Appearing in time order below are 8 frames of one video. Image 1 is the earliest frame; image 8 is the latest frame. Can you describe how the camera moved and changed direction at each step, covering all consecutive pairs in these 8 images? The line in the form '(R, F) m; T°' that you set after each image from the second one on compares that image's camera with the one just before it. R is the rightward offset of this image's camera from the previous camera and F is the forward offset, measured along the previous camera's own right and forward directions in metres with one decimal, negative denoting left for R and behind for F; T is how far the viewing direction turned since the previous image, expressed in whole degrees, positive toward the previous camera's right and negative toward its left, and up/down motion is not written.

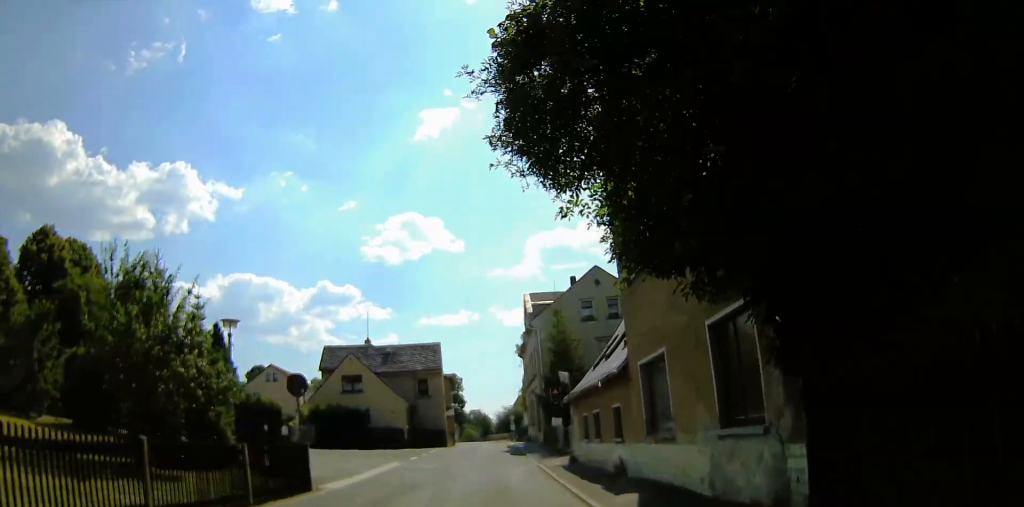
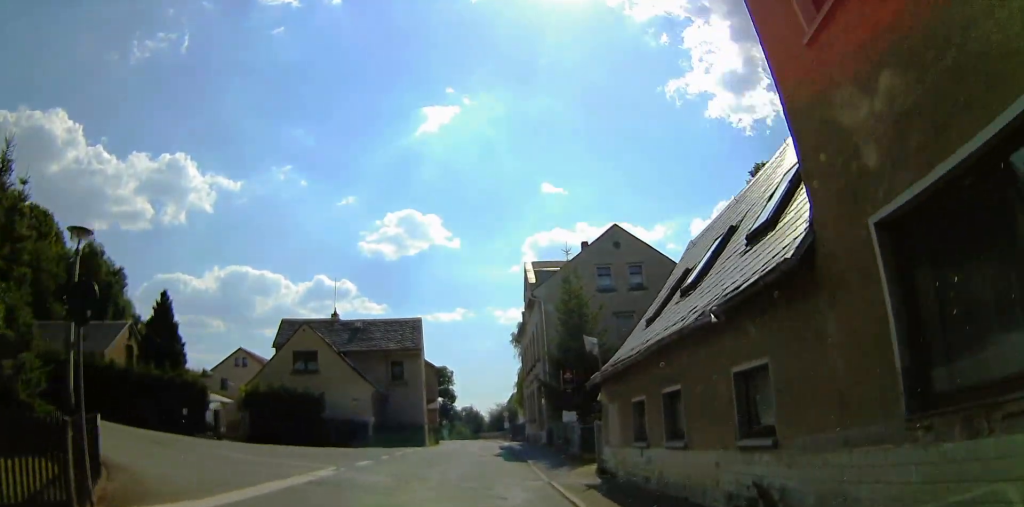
(0.0, +5.3) m; 0°
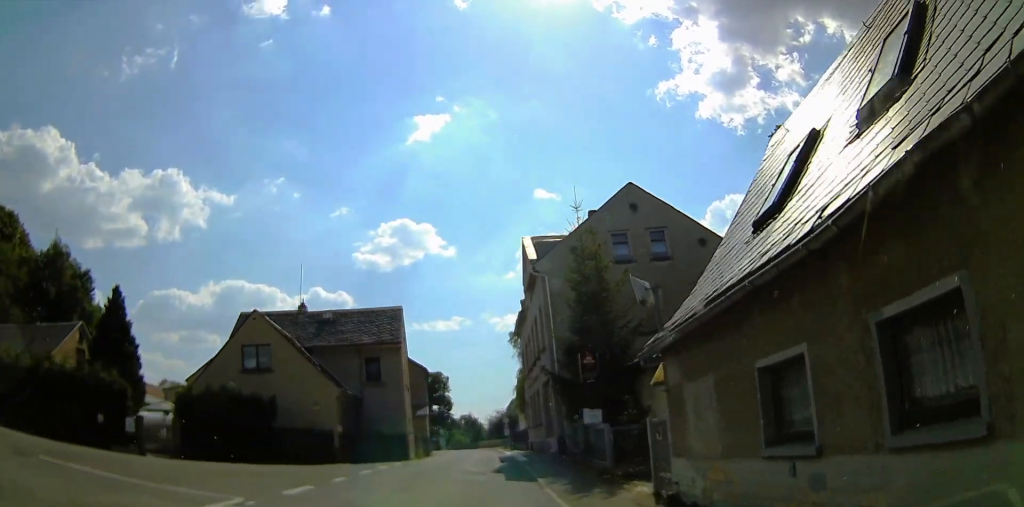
(0.0, +3.5) m; 0°
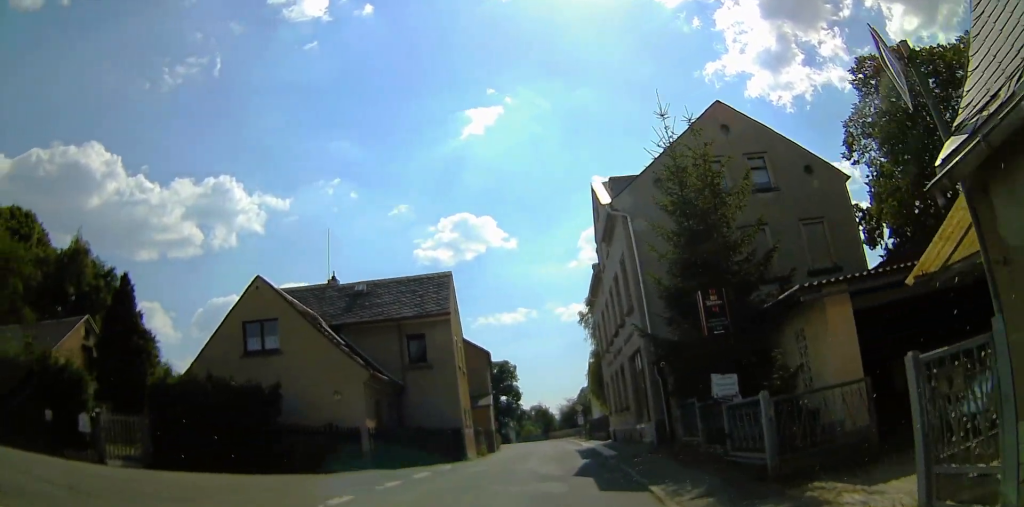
(0.0, +3.8) m; 0°
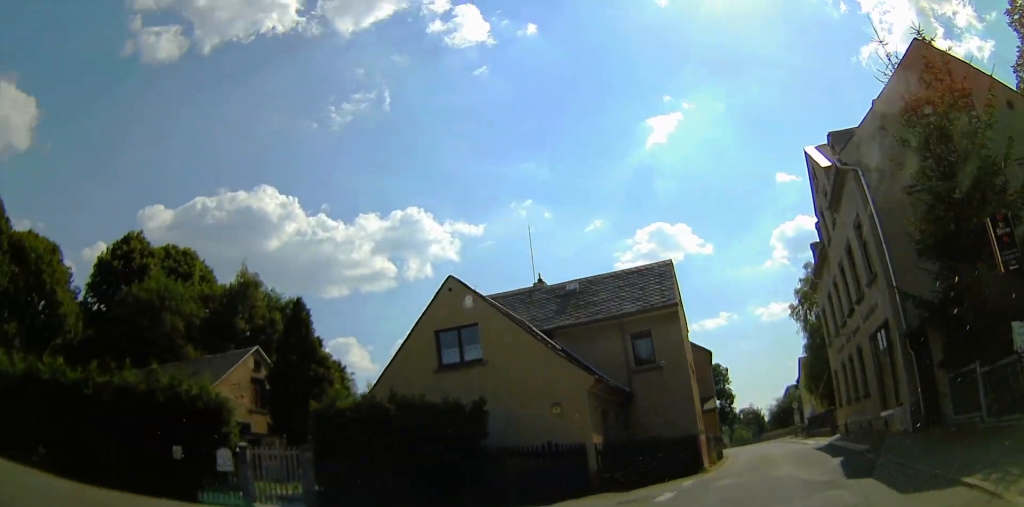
(0.0, +3.1) m; -9°
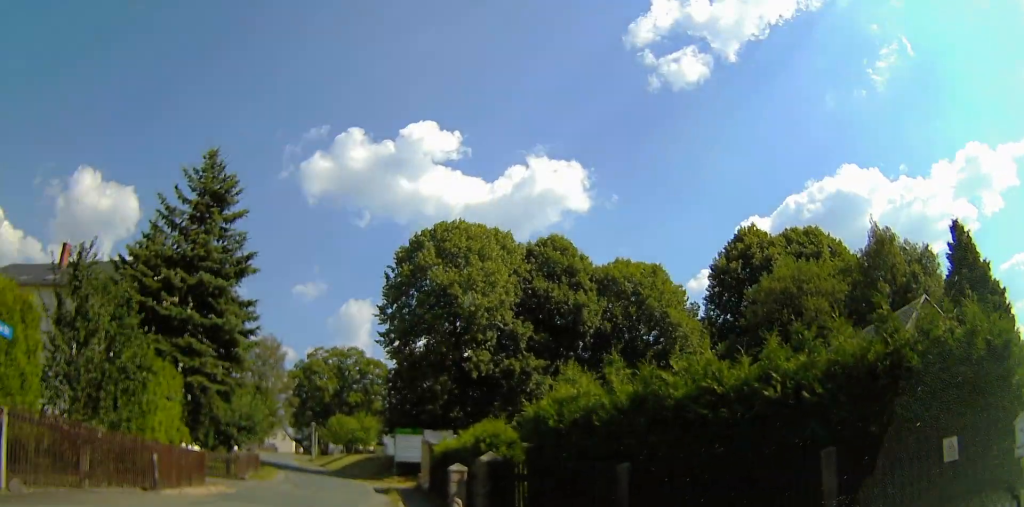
(-3.2, +5.1) m; -62°
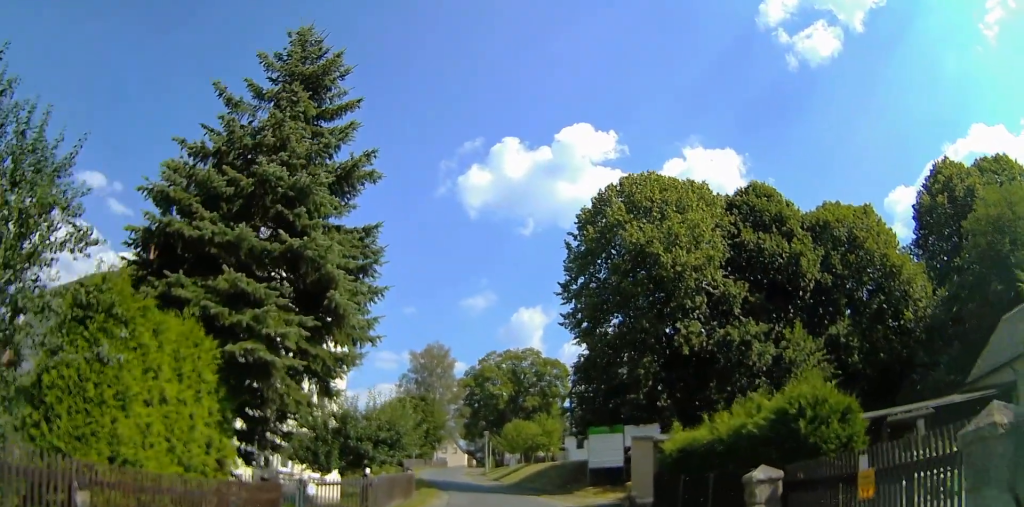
(-2.4, +9.7) m; -15°
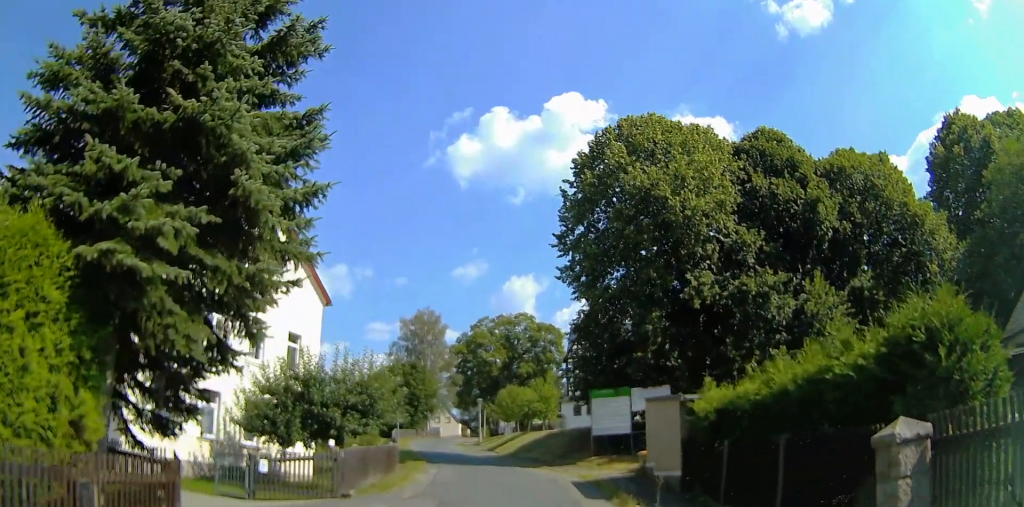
(0.0, +3.4) m; -1°
